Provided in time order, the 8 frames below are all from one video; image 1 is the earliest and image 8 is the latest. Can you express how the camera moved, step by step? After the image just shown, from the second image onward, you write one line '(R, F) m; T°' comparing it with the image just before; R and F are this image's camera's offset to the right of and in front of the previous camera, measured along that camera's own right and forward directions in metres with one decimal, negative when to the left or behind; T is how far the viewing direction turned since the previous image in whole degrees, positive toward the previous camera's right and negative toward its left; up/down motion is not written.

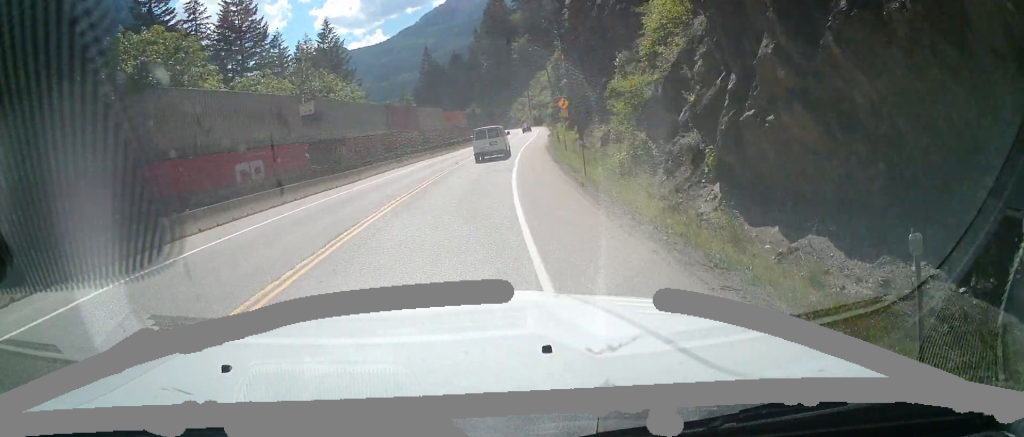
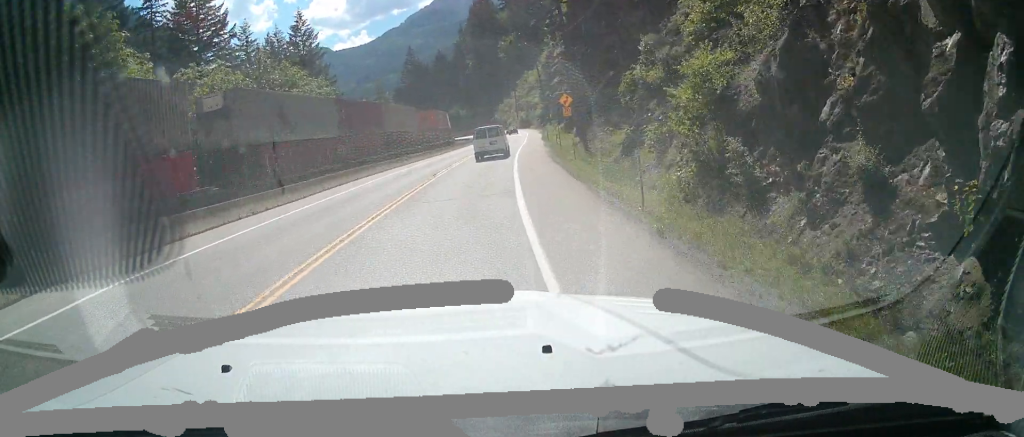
(+0.1, +10.6) m; 0°
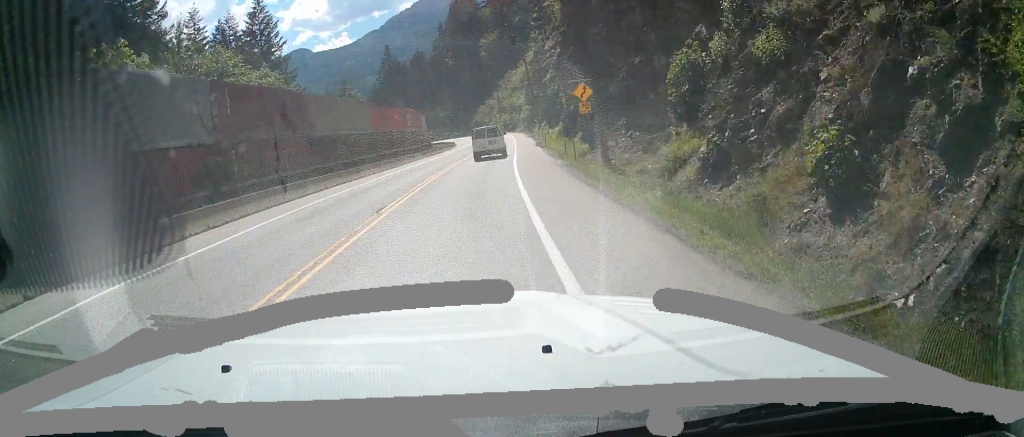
(+0.1, +15.0) m; -1°
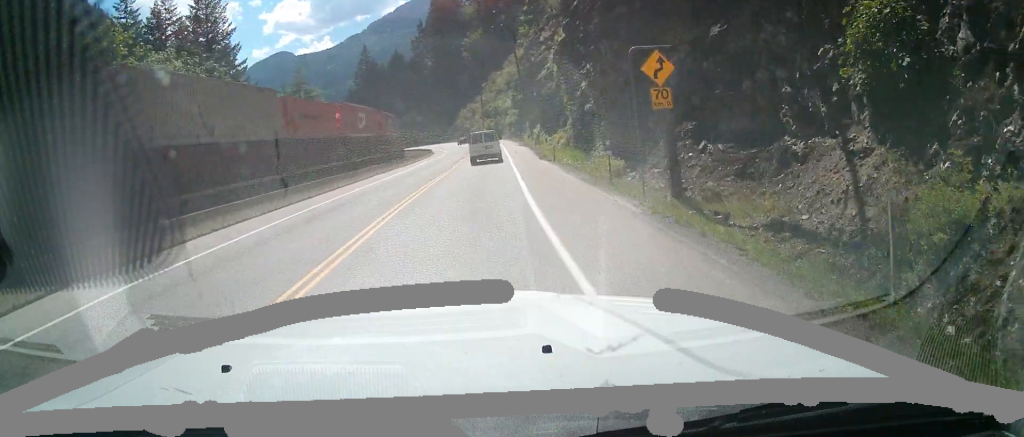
(-0.3, +16.3) m; -1°
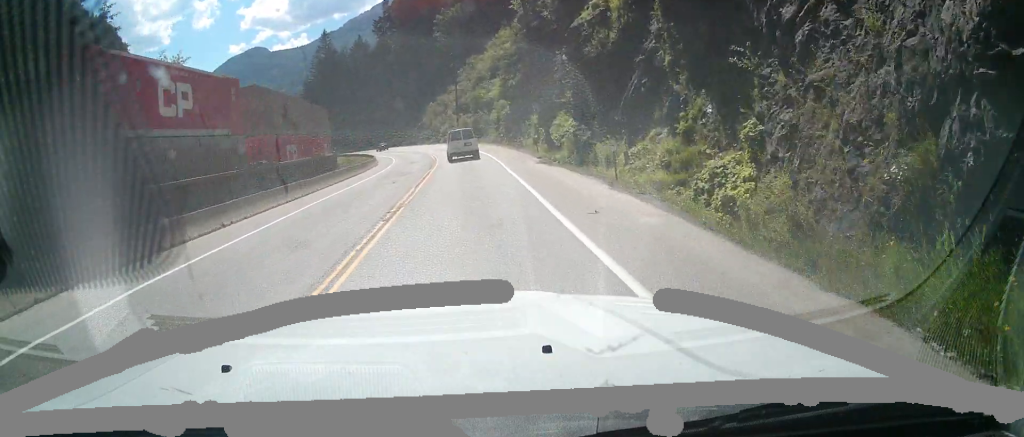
(-0.5, +41.4) m; -2°
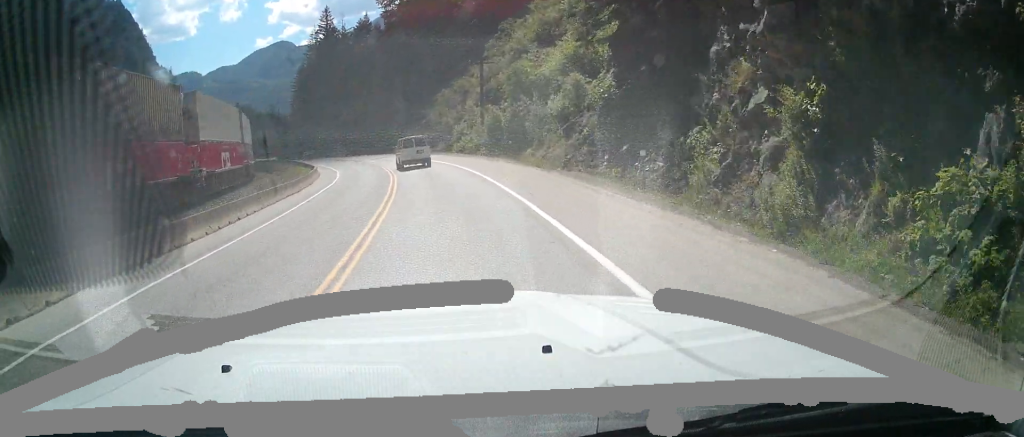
(-1.7, +44.7) m; -9°
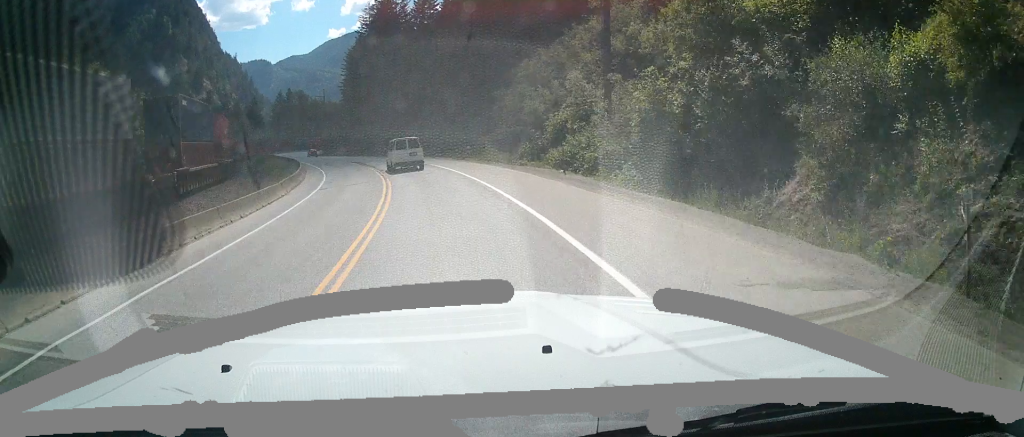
(-3.0, +29.5) m; -8°
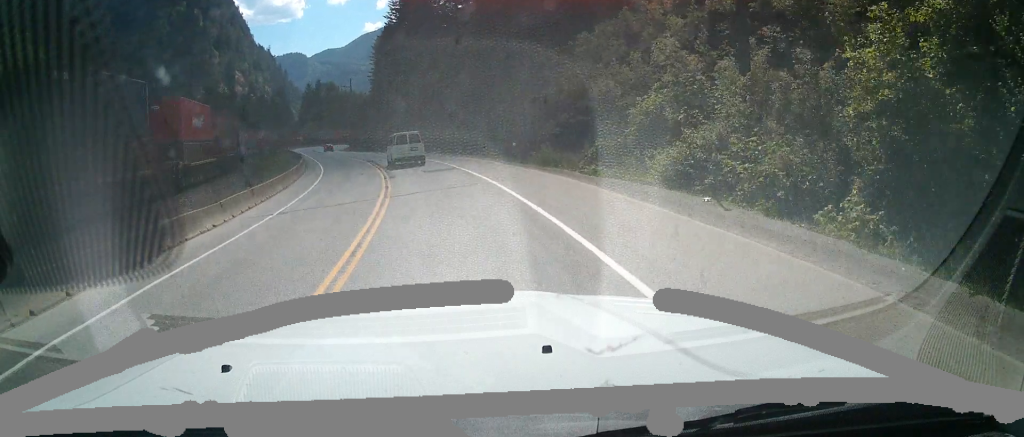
(-0.3, +12.0) m; -1°
